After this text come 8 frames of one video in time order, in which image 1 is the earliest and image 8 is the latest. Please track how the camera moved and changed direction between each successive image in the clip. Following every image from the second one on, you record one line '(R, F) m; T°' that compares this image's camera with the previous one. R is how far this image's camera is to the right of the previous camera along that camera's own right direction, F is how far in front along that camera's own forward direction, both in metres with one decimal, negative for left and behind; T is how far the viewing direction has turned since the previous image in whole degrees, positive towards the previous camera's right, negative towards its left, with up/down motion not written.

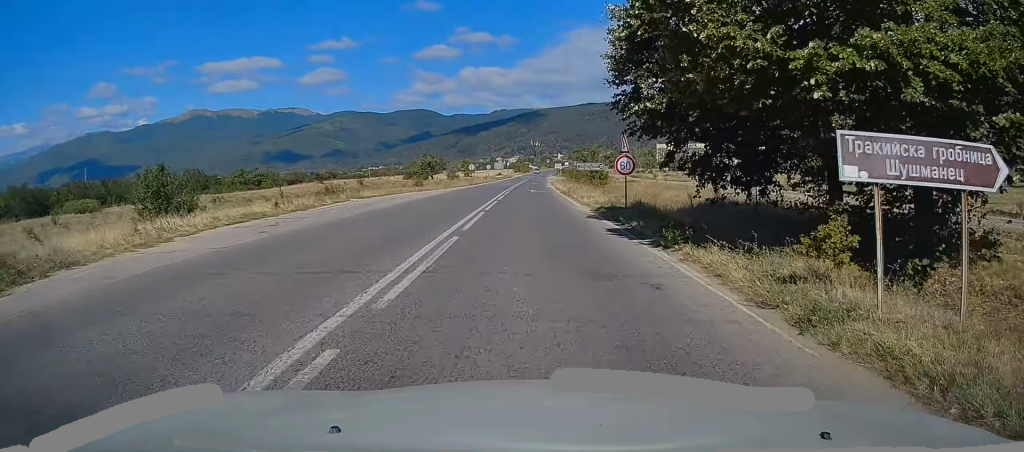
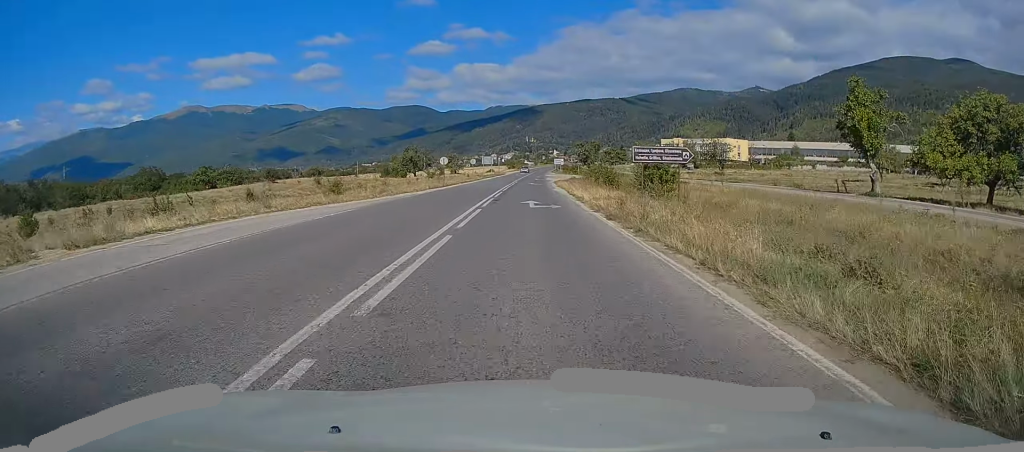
(-0.2, +23.3) m; 0°
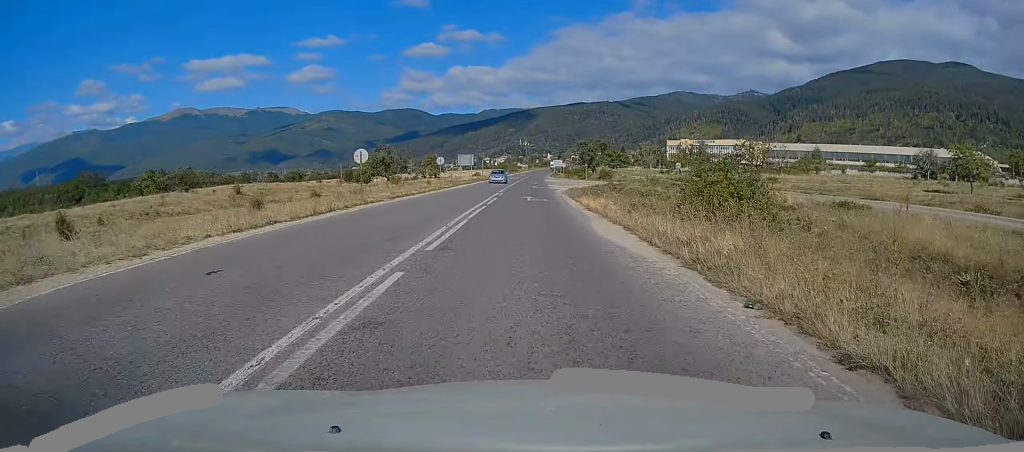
(+0.5, +27.2) m; +1°
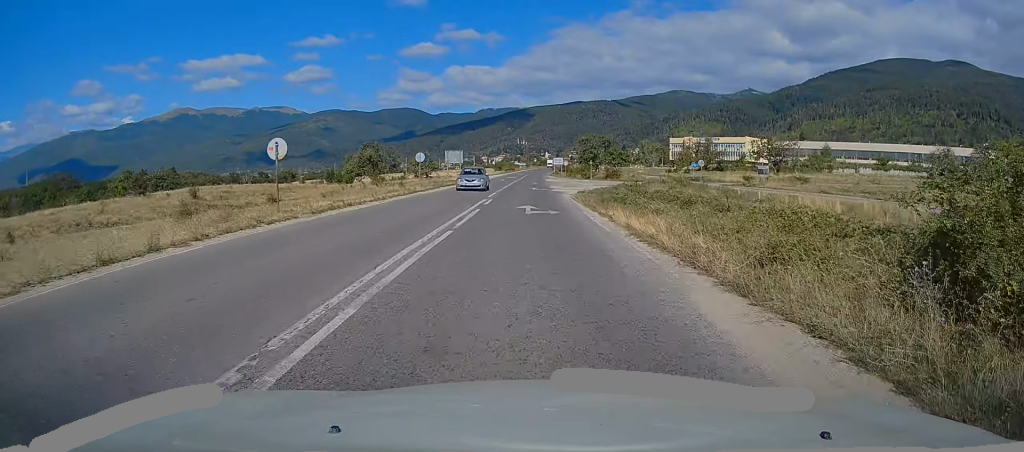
(-0.1, +10.2) m; 0°
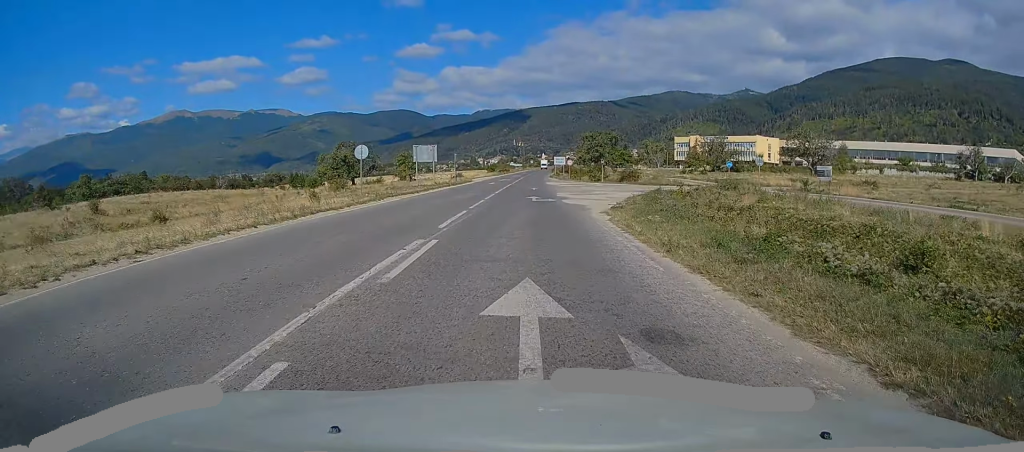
(+0.3, +16.4) m; 0°
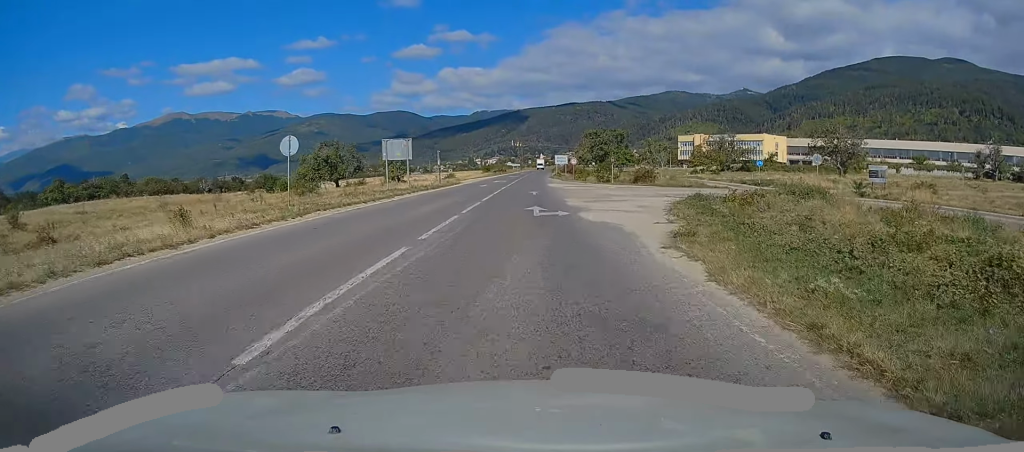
(-0.1, +9.7) m; 0°
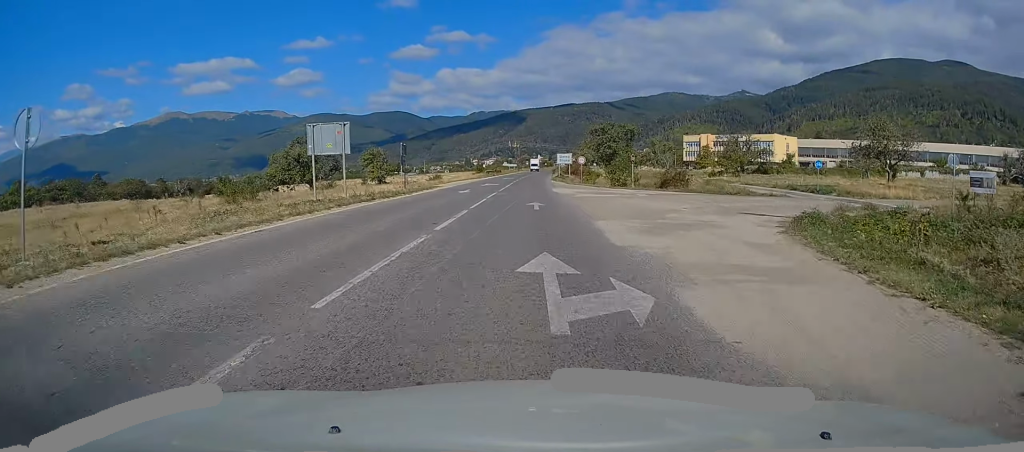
(-0.1, +13.0) m; 0°
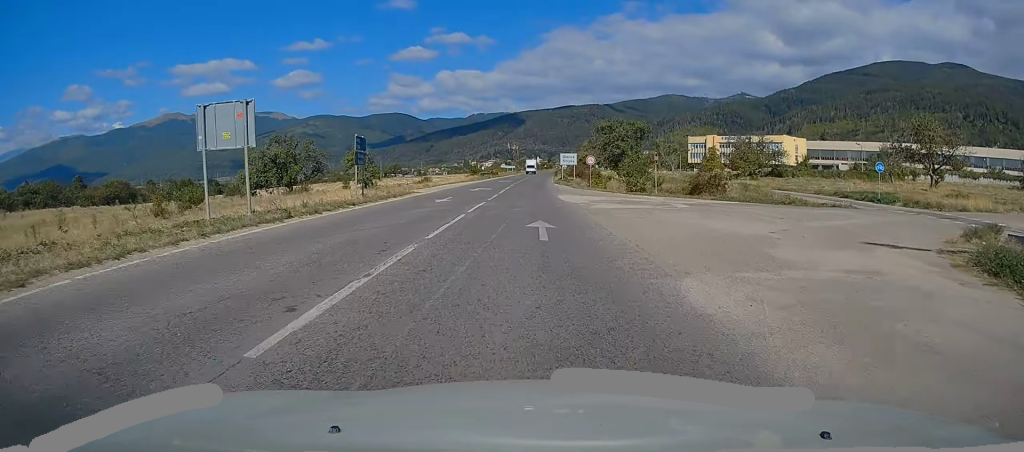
(0.0, +8.9) m; +1°
